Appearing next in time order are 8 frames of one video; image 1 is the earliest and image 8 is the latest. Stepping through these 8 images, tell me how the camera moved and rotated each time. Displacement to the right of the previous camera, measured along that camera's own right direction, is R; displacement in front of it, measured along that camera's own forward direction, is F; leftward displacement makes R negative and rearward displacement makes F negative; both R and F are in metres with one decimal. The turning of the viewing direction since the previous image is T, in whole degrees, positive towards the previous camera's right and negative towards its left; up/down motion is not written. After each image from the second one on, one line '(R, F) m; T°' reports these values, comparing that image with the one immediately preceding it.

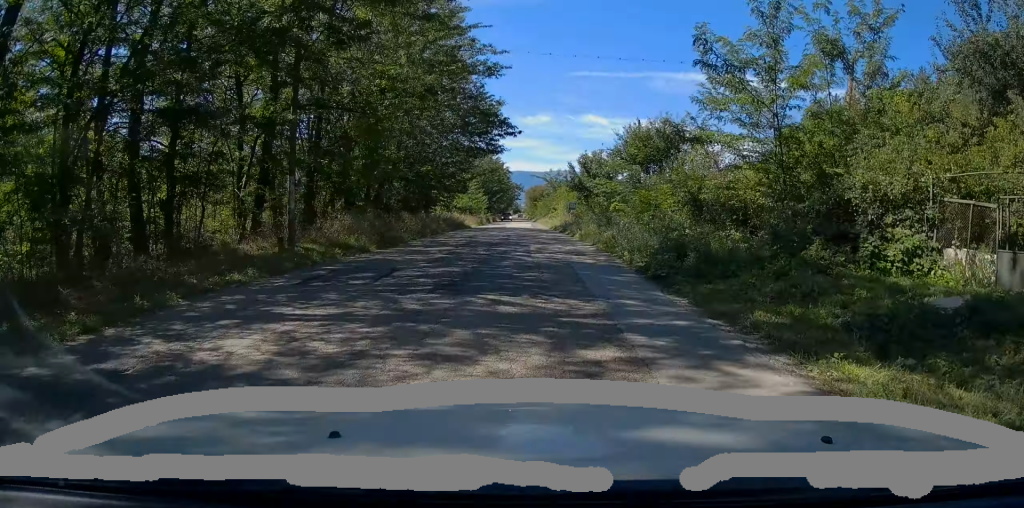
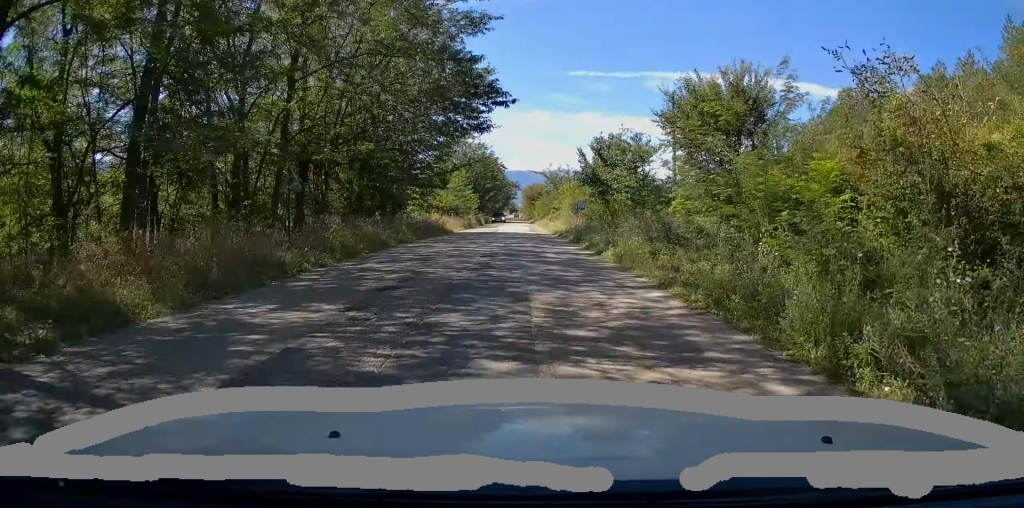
(-0.3, +11.2) m; 0°
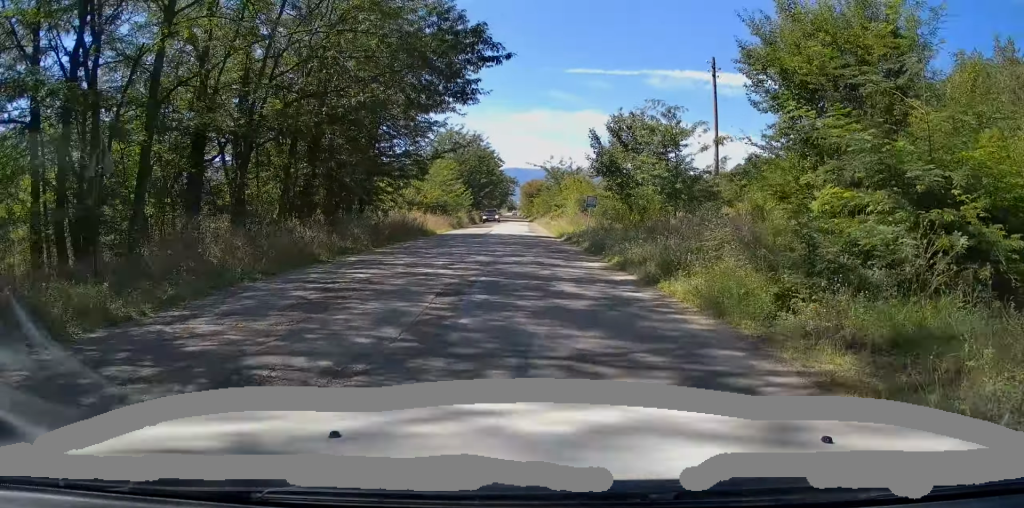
(+0.2, +7.5) m; 0°
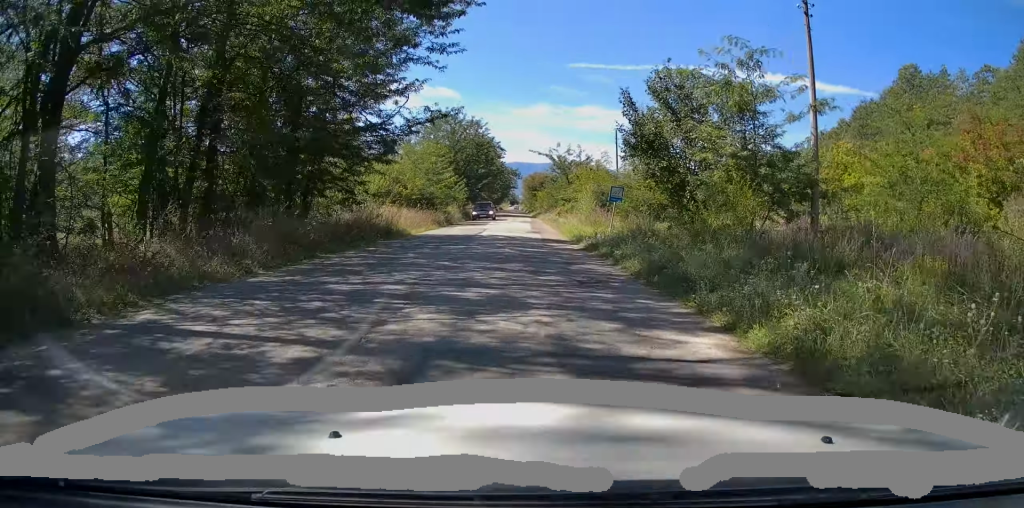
(+0.1, +8.5) m; 0°
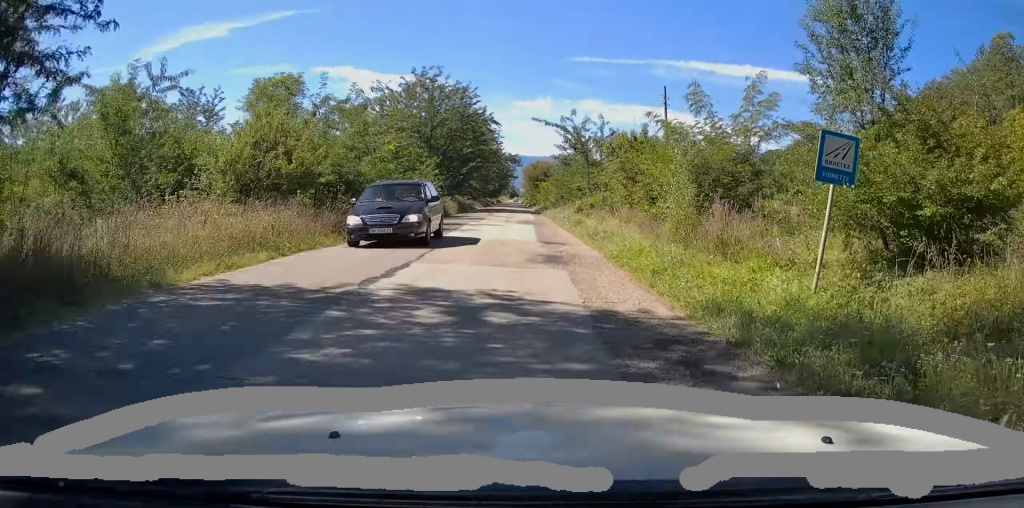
(-0.3, +18.7) m; 0°
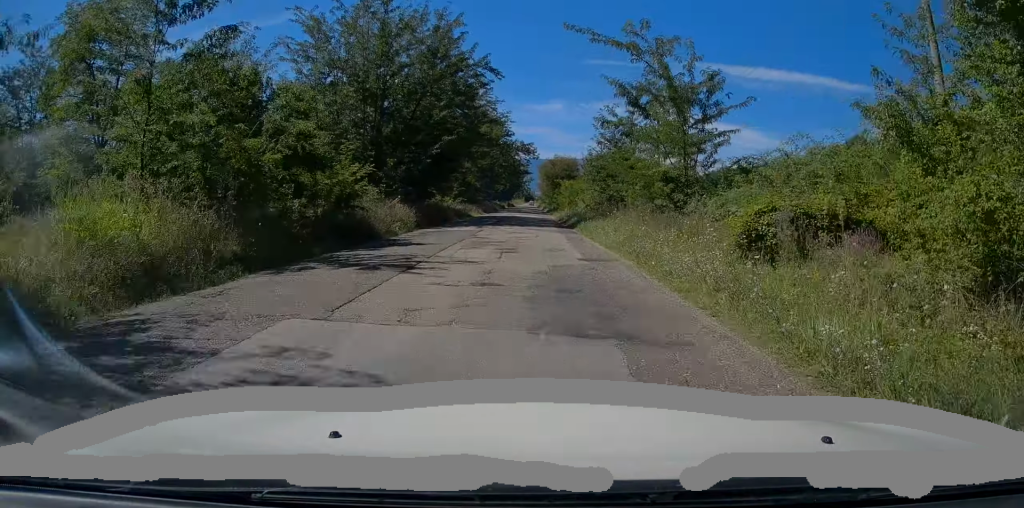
(+0.1, +24.2) m; -1°
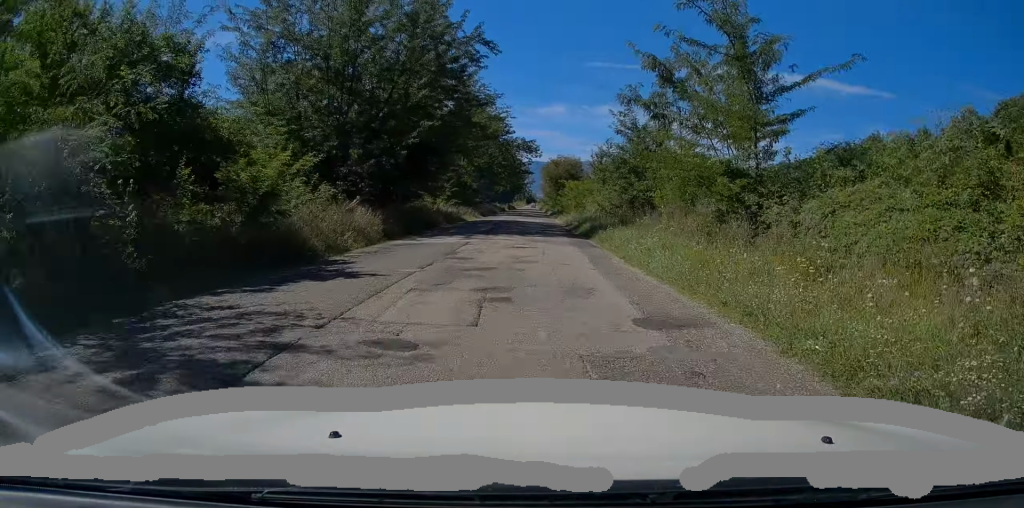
(-0.1, +6.5) m; -1°
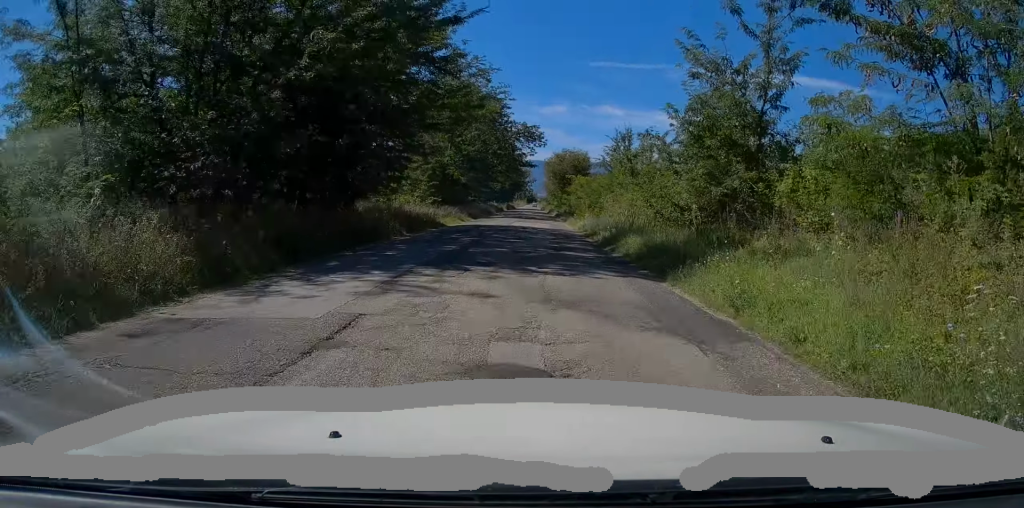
(-0.1, +12.5) m; 0°
